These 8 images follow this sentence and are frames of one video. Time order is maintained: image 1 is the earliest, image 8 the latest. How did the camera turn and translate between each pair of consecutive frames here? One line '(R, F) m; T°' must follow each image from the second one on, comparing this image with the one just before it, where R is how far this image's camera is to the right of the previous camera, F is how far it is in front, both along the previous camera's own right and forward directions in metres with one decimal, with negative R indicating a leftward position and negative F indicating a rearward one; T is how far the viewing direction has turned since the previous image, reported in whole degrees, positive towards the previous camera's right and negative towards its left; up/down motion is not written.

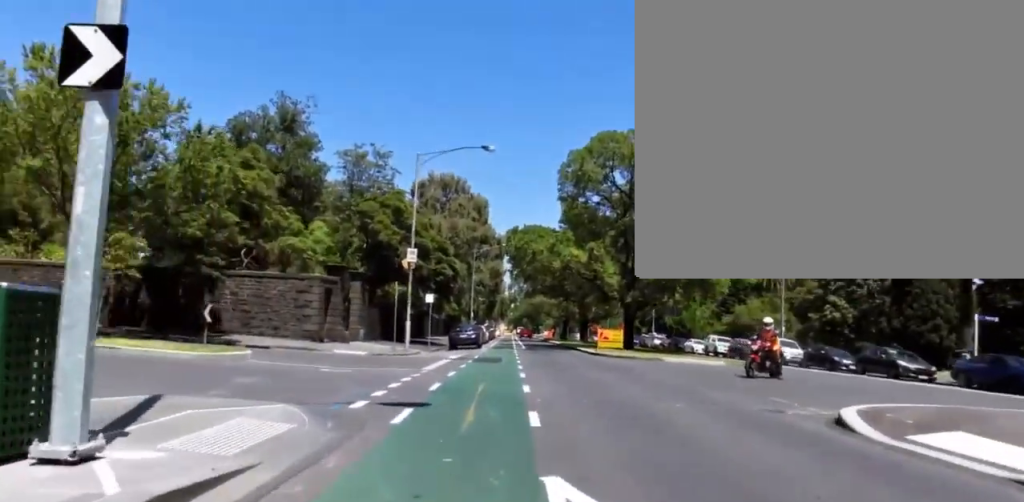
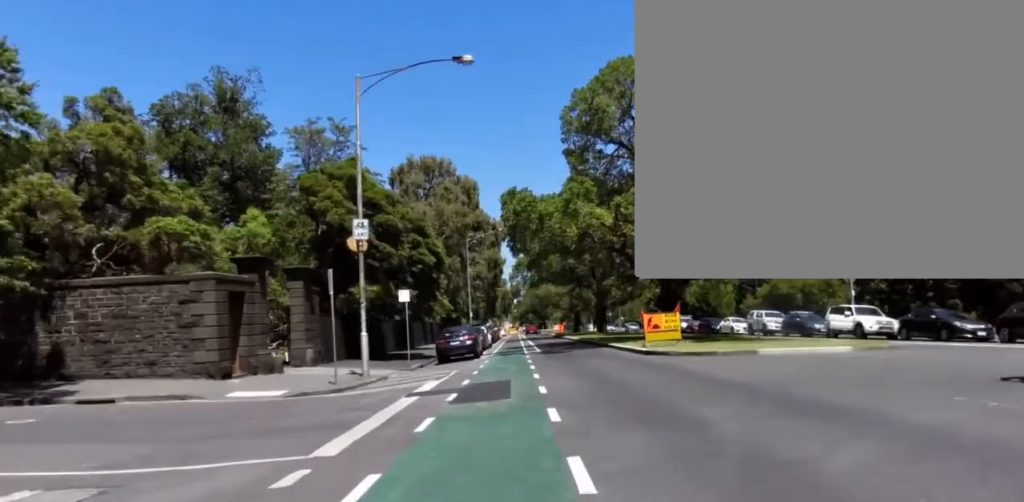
(+0.3, +9.0) m; +7°
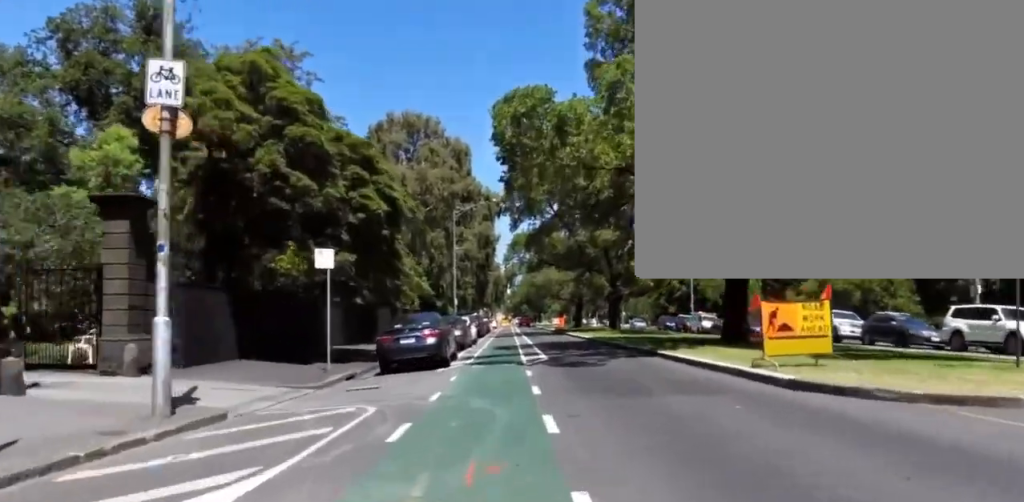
(+0.5, +10.0) m; +1°
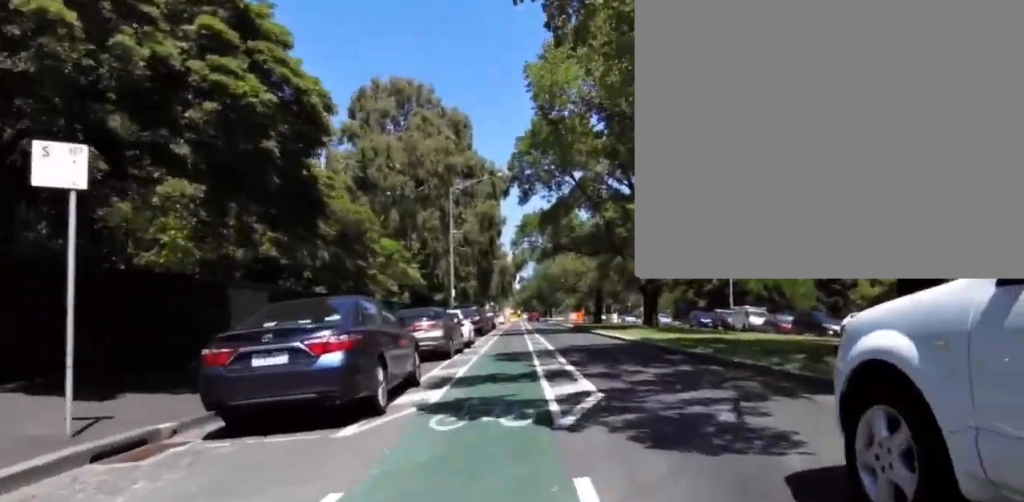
(-0.1, +8.9) m; -1°
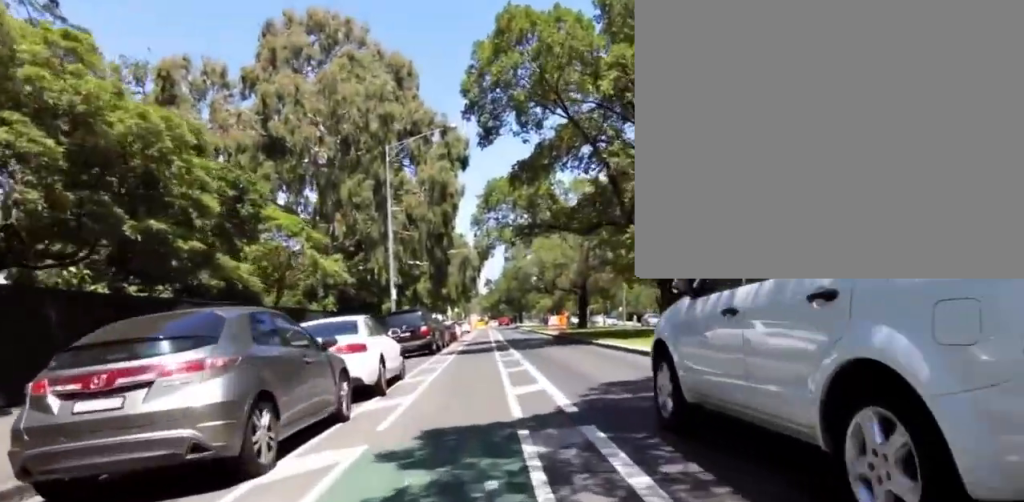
(-0.5, +11.0) m; -6°
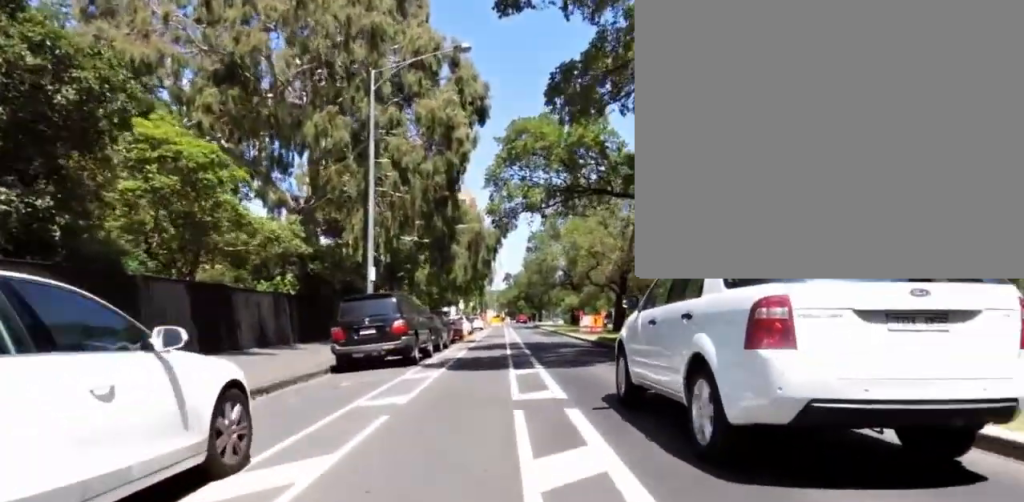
(-0.1, +8.5) m; +5°
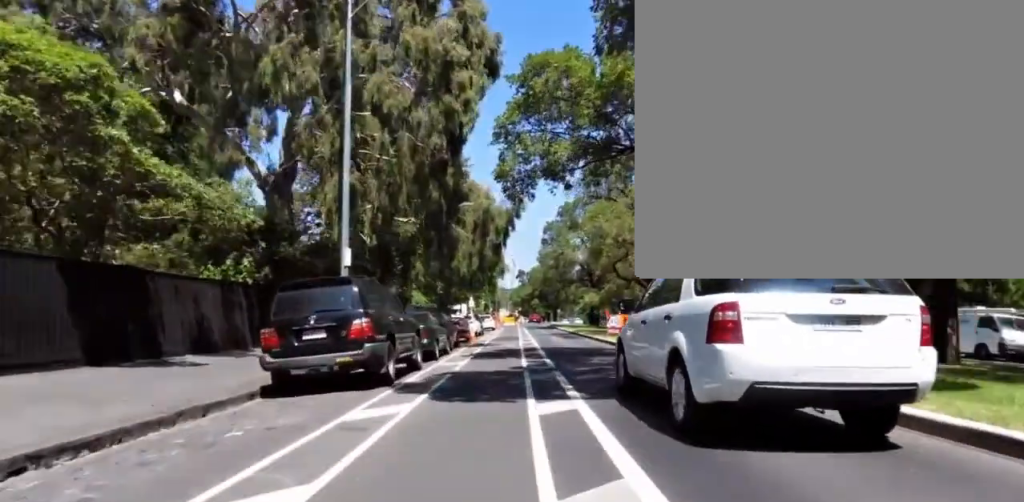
(+0.4, +4.7) m; +4°
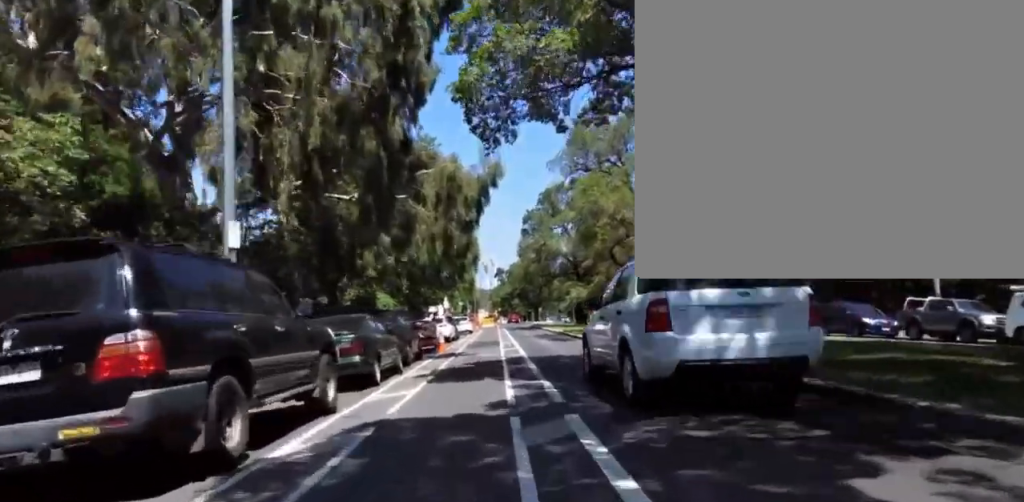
(+0.4, +5.4) m; +4°
